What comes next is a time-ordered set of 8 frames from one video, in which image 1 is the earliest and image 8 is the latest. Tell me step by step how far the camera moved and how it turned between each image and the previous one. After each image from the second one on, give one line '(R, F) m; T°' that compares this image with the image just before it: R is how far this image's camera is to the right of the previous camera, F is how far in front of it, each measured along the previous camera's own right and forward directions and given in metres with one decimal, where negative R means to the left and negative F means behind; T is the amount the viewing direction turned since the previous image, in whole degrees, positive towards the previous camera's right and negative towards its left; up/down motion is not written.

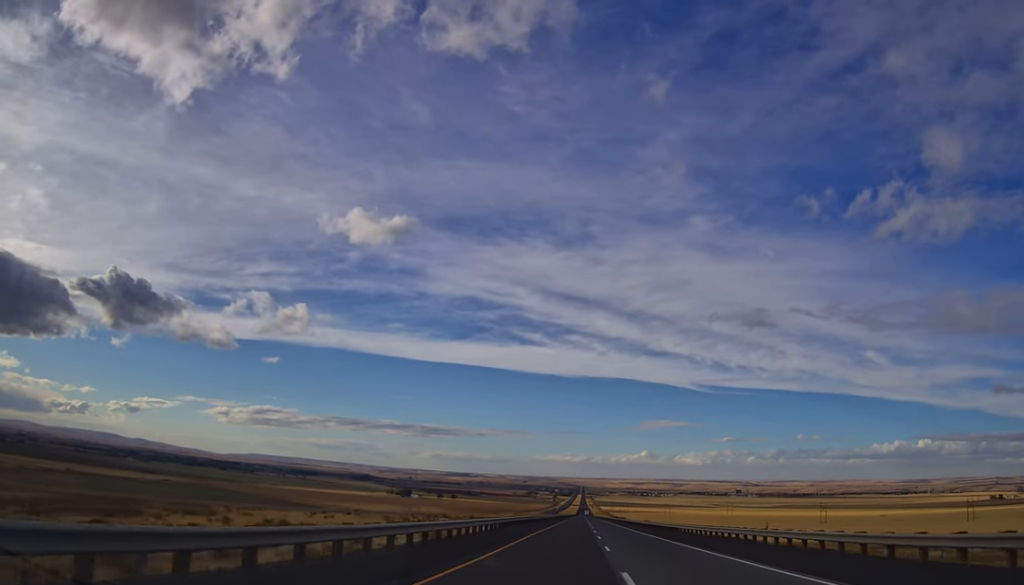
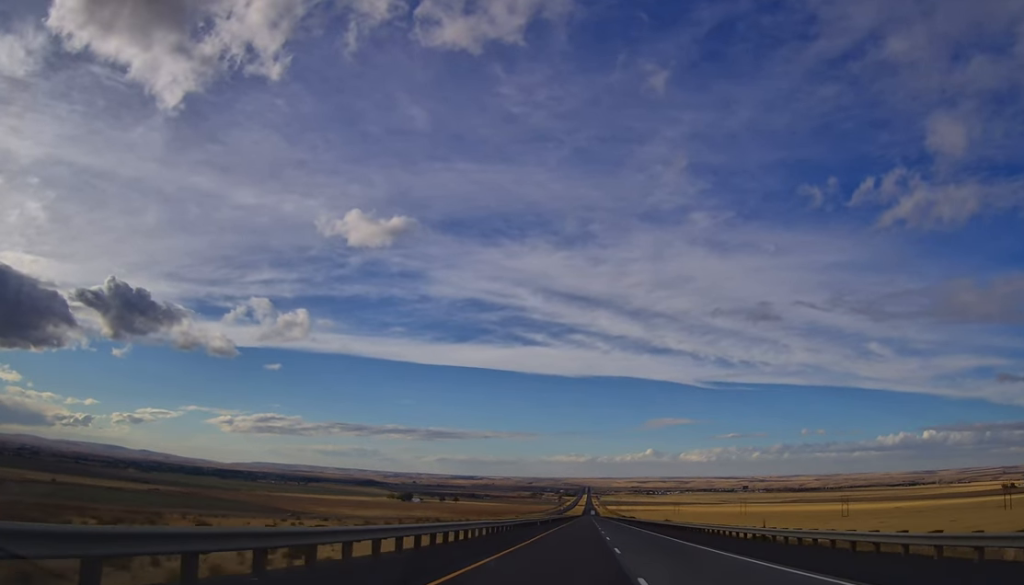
(-1.0, +38.1) m; -3°
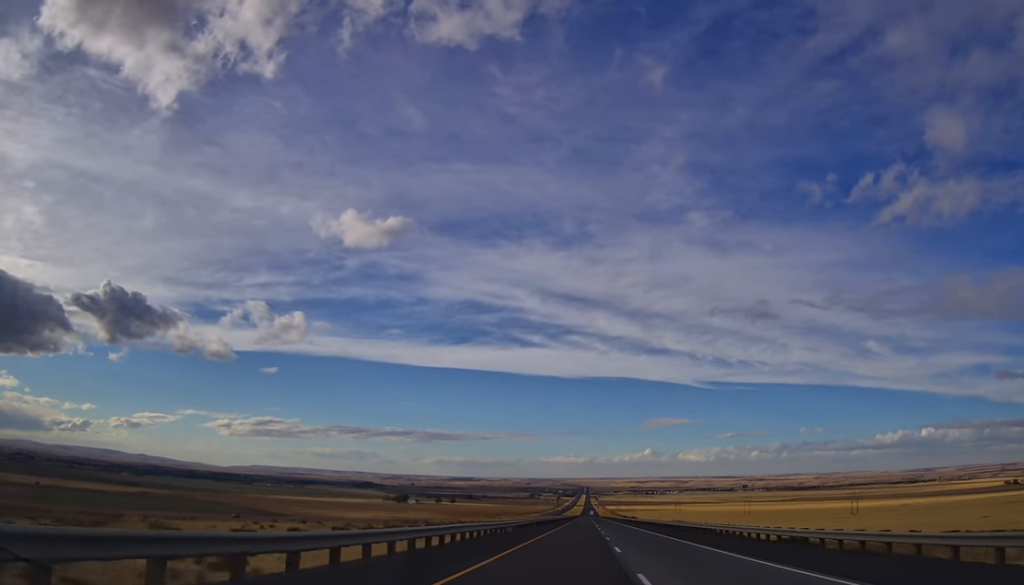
(-0.4, +23.6) m; -1°
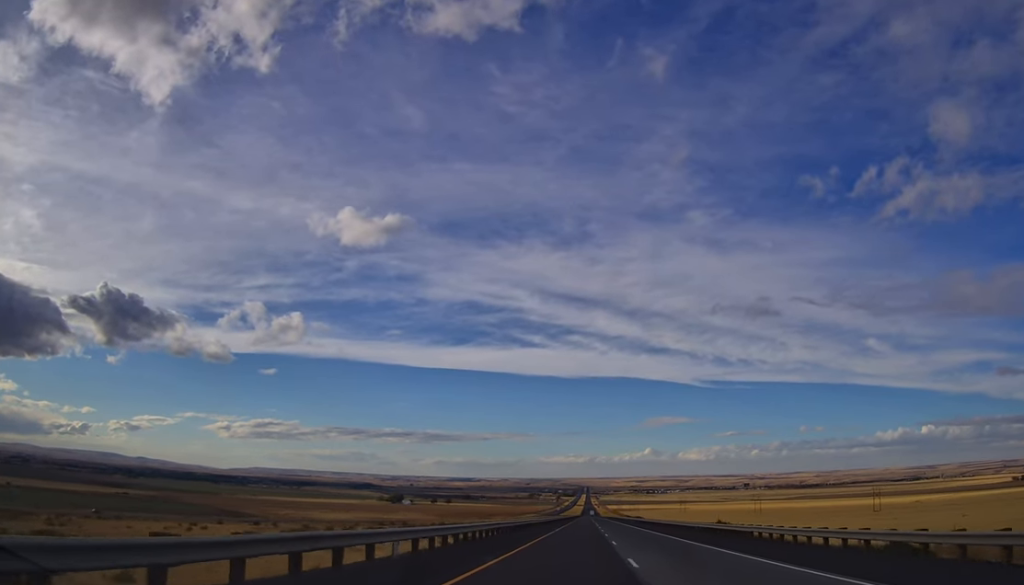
(+0.4, +43.9) m; 0°
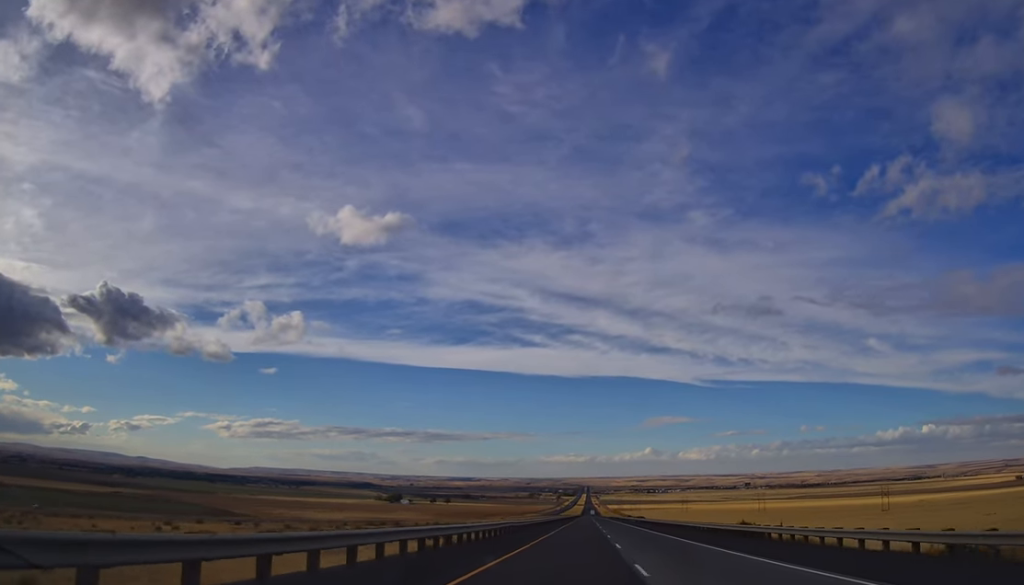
(0.0, +14.7) m; 0°
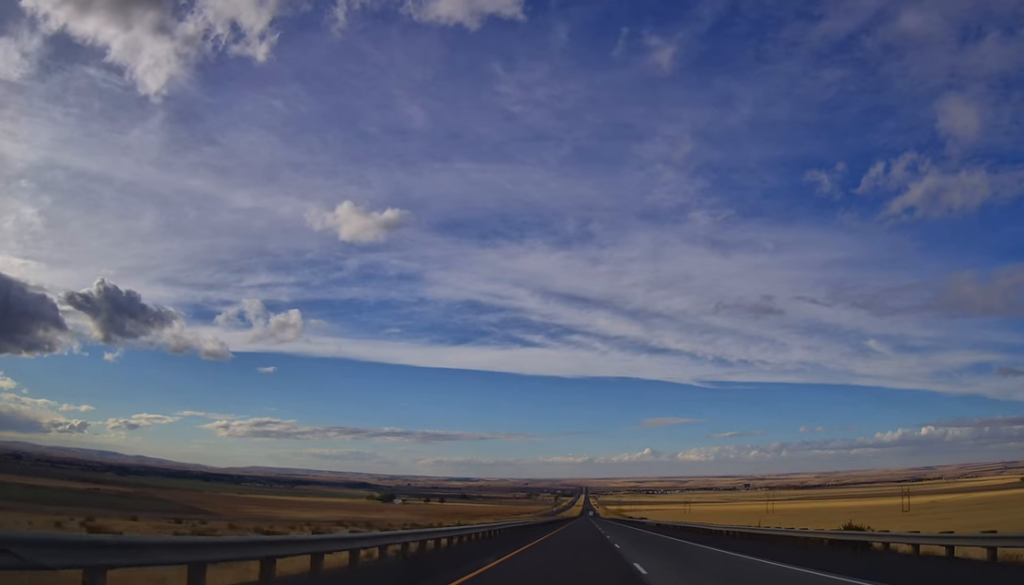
(-0.3, +35.9) m; 0°
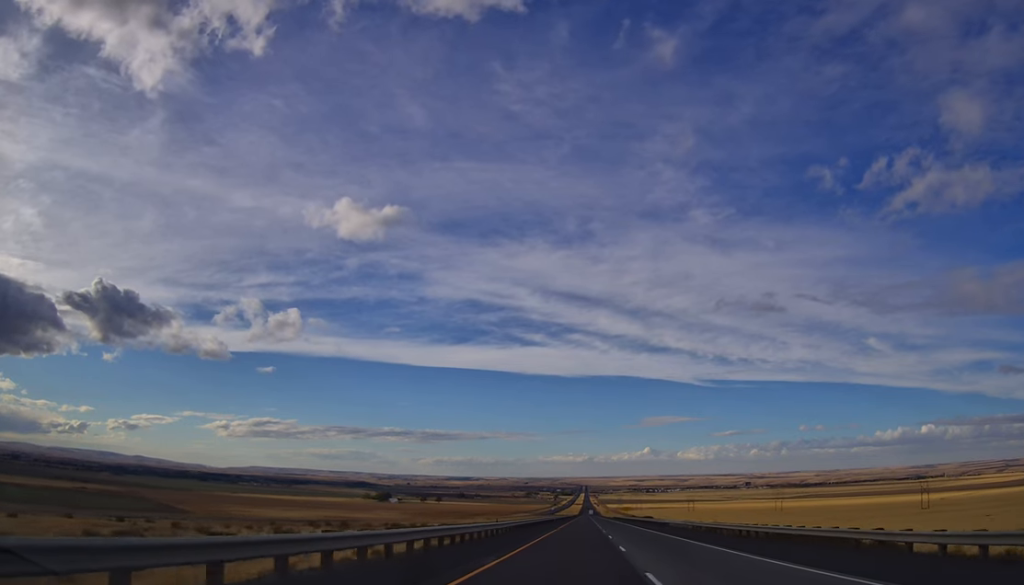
(+0.1, +28.0) m; +1°
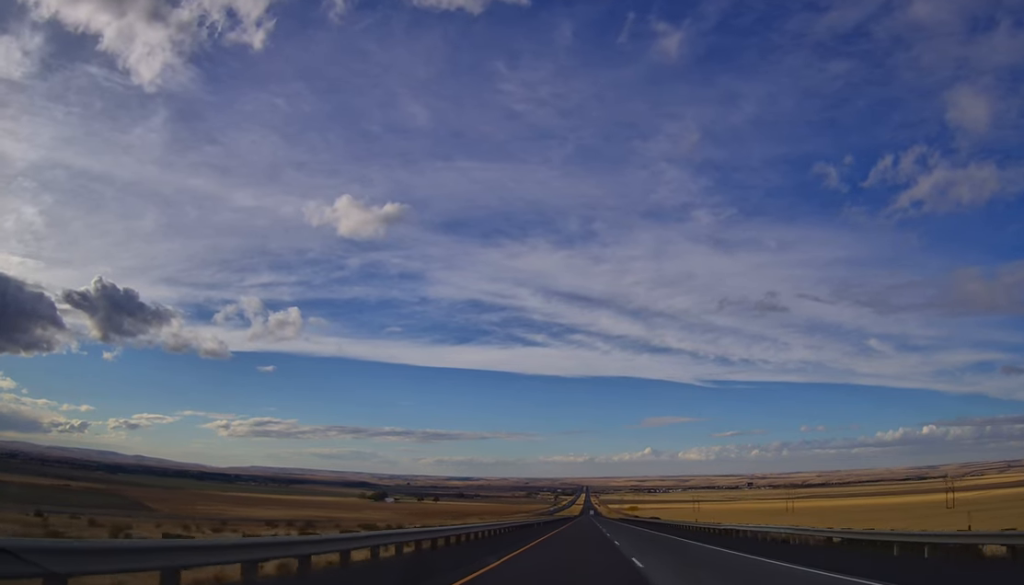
(+0.4, +31.5) m; +1°
